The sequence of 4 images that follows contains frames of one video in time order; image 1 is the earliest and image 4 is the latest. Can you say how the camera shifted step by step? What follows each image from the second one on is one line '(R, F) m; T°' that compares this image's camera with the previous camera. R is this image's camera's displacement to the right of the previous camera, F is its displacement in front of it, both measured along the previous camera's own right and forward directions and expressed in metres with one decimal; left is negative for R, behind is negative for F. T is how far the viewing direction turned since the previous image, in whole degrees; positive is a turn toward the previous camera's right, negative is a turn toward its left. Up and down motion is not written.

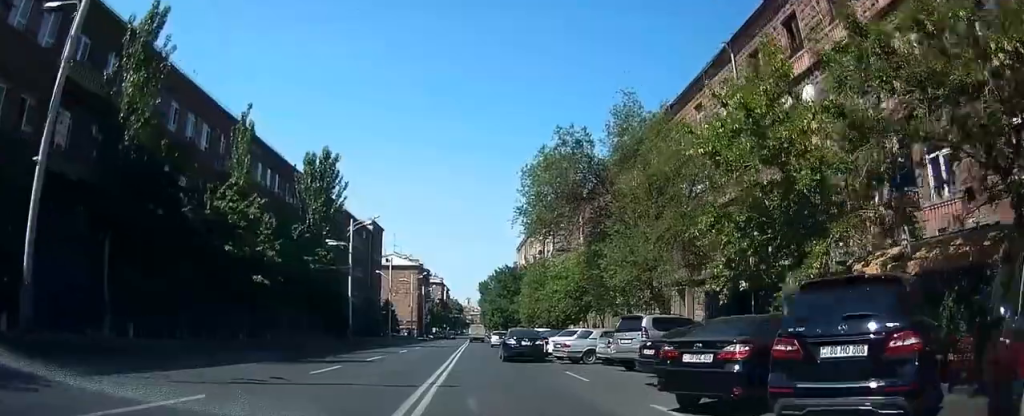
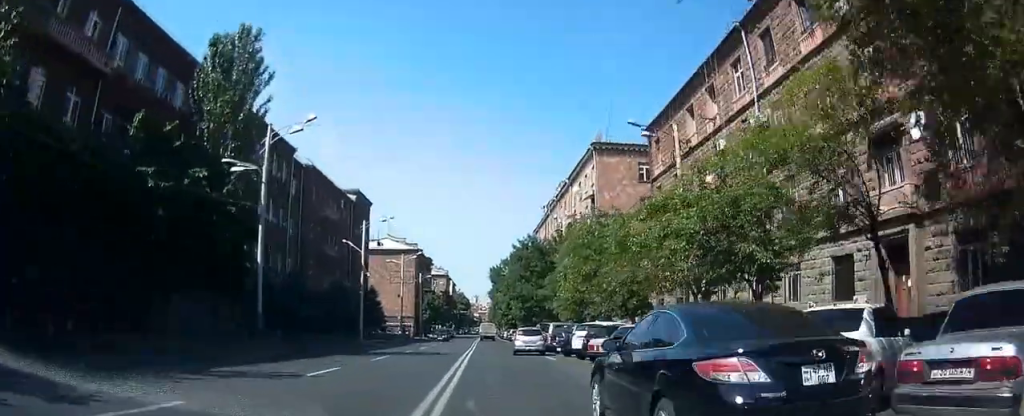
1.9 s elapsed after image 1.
(0.0, +23.3) m; 0°
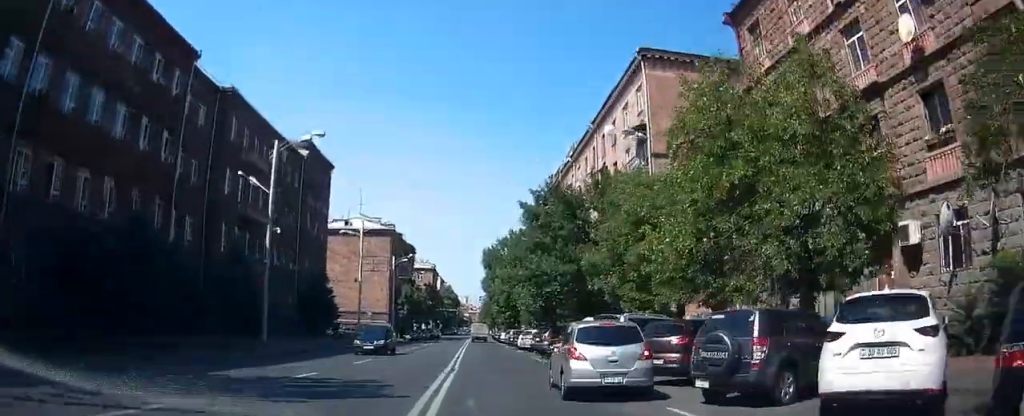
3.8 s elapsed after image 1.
(0.0, +19.7) m; 0°
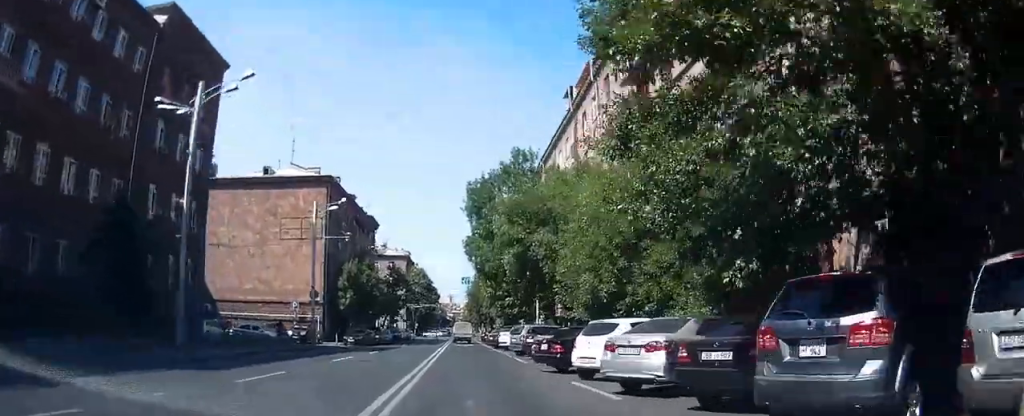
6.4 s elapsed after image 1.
(0.0, +27.1) m; 0°
